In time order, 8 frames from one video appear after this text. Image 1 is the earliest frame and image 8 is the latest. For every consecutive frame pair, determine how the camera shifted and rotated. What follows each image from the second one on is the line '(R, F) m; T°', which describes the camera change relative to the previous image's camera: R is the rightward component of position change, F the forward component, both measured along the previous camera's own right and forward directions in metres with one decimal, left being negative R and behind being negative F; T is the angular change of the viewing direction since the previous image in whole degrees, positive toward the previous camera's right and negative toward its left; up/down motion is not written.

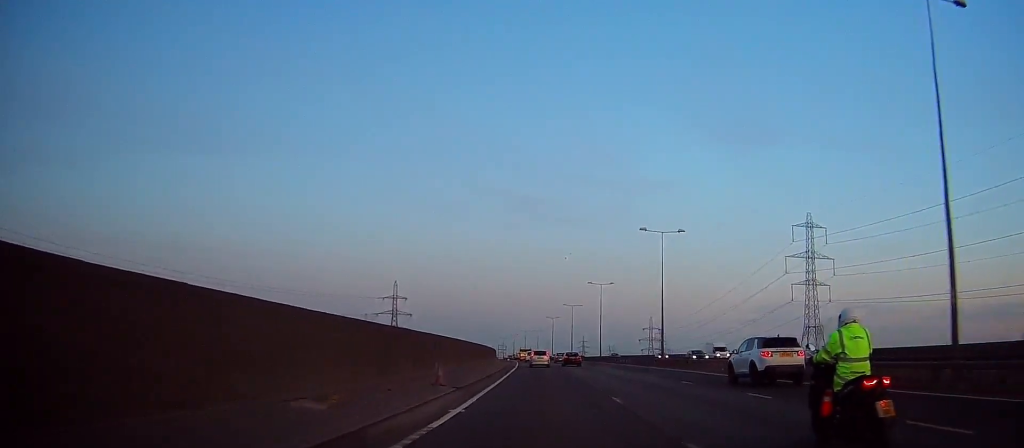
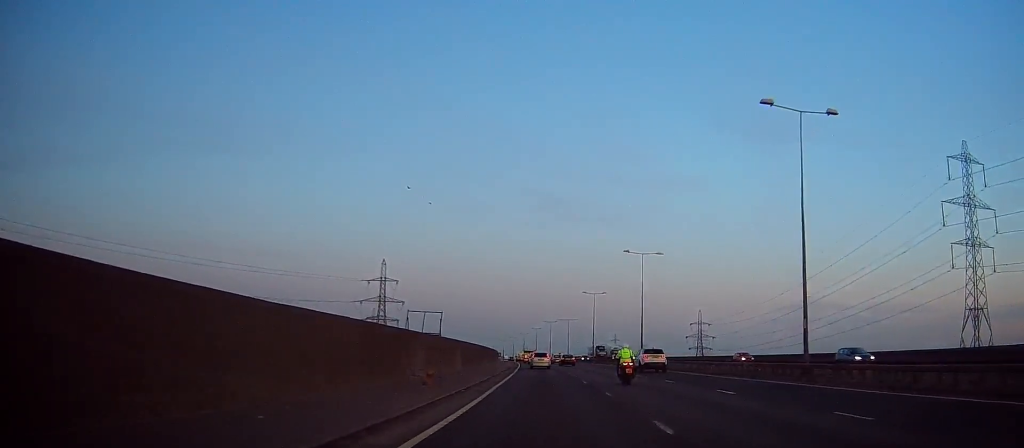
(-2.7, +77.2) m; -3°
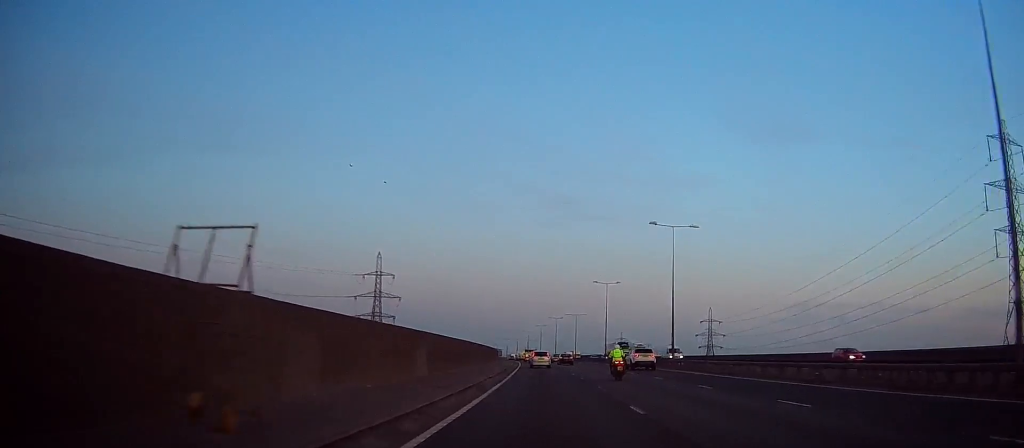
(-0.2, +15.1) m; 0°
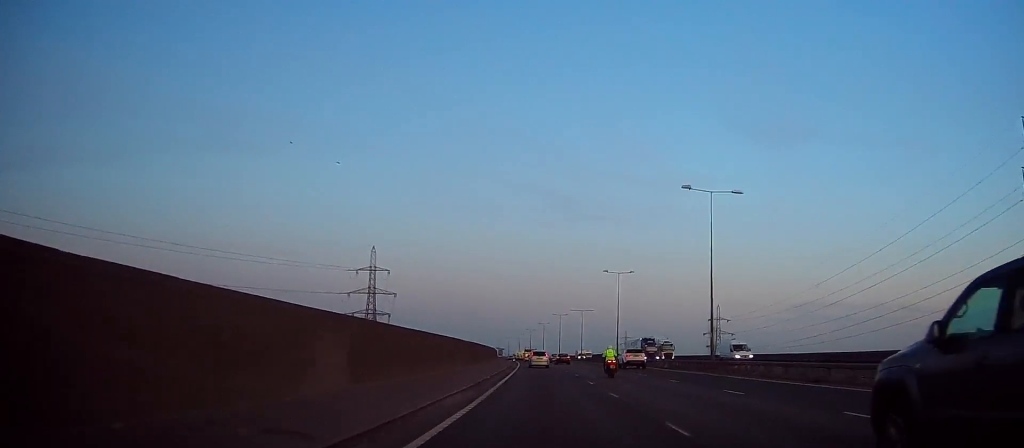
(-0.2, +12.7) m; 0°
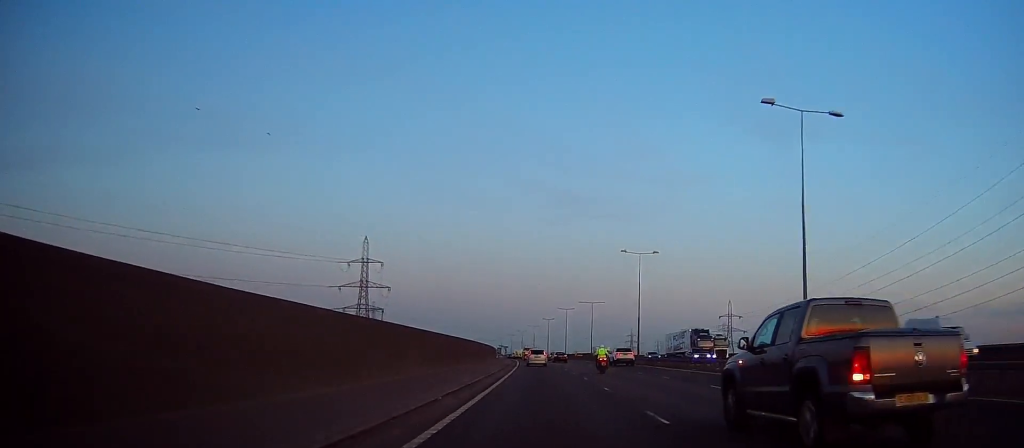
(+0.3, +16.1) m; -1°
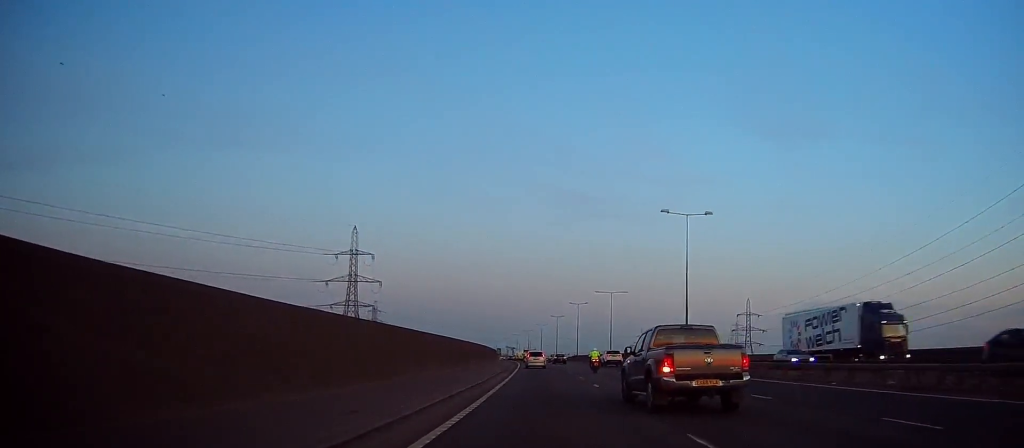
(-0.4, +21.6) m; -1°
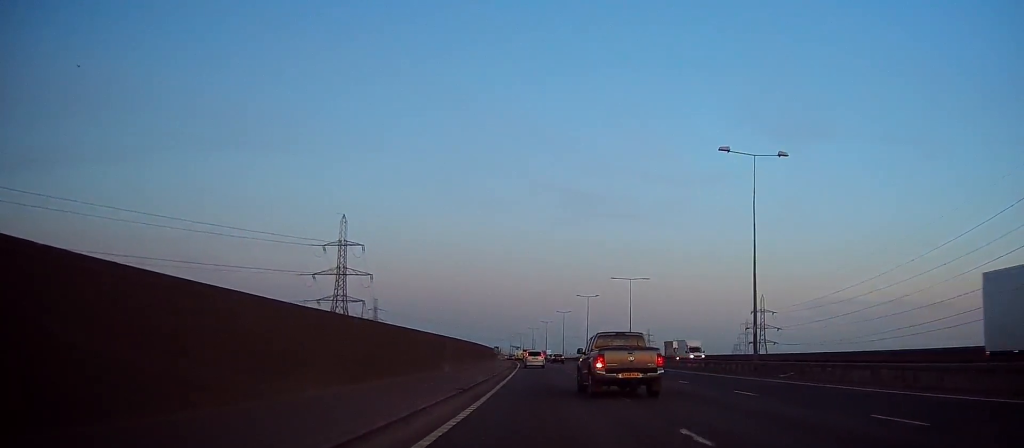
(-0.1, +16.5) m; 0°
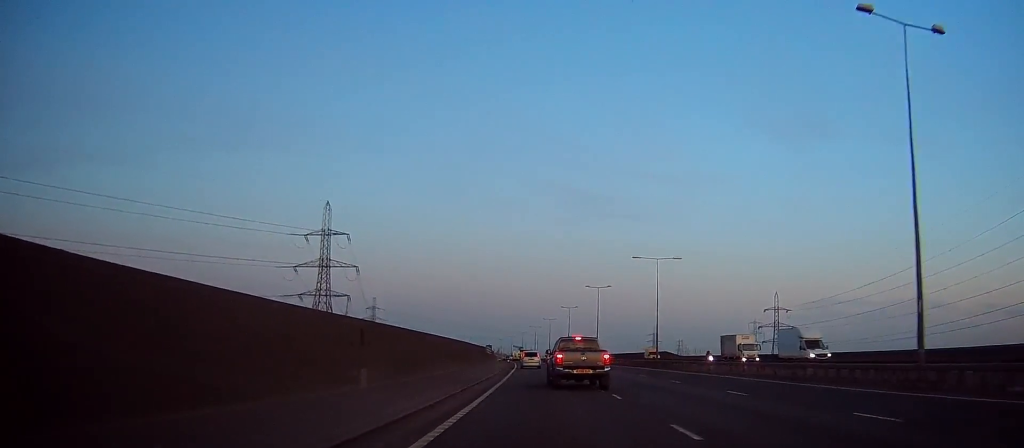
(+0.2, +17.2) m; 0°
